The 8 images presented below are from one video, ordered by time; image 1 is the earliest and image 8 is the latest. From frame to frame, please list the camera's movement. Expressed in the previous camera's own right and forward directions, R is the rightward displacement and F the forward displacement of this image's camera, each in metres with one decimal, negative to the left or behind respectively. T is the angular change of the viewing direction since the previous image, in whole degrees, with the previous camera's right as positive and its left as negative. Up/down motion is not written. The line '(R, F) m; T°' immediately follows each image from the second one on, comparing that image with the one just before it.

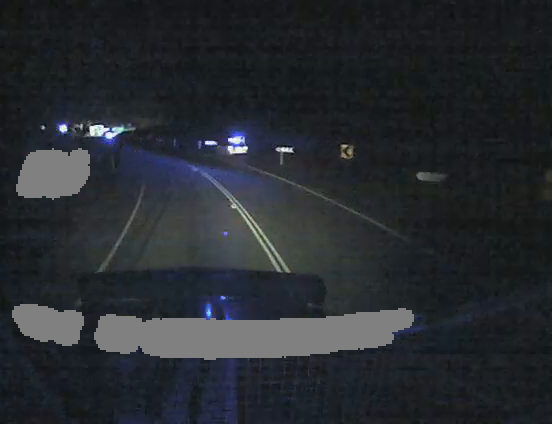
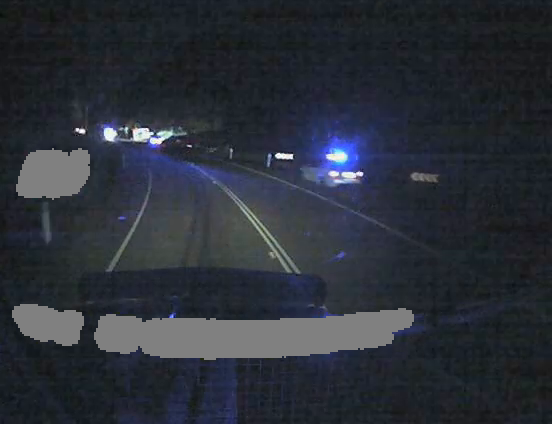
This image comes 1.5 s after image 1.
(-1.1, +16.1) m; -9°
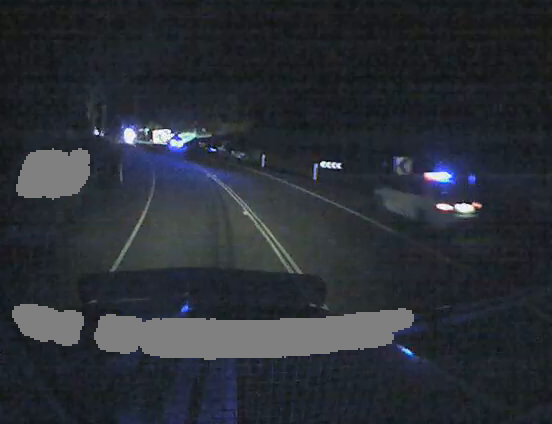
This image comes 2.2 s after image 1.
(-0.4, +6.5) m; -3°
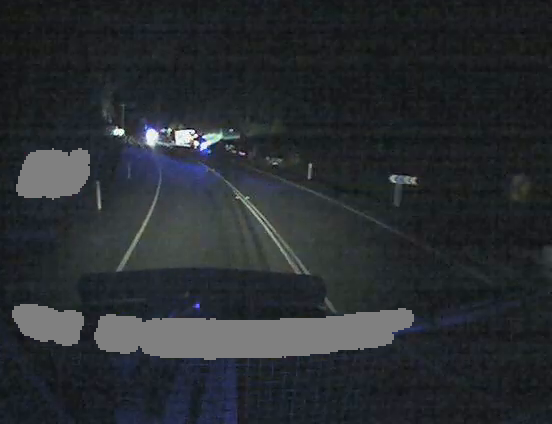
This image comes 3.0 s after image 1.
(-0.5, +8.8) m; -4°
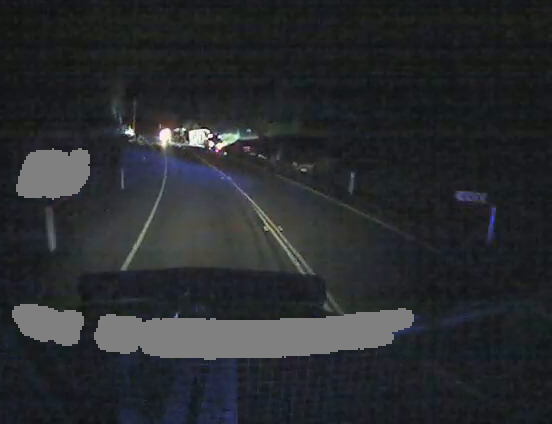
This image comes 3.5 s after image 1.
(+0.2, +4.8) m; -2°
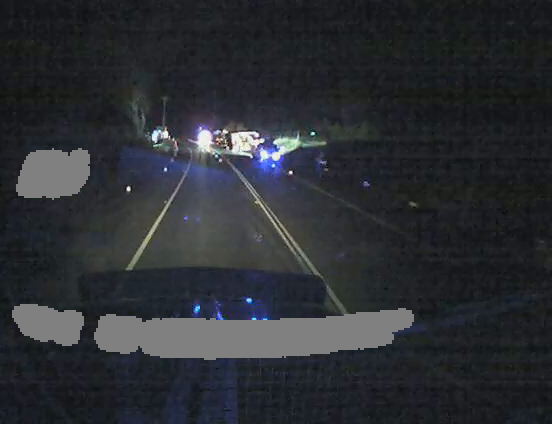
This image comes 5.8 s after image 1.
(-1.9, +20.8) m; -6°
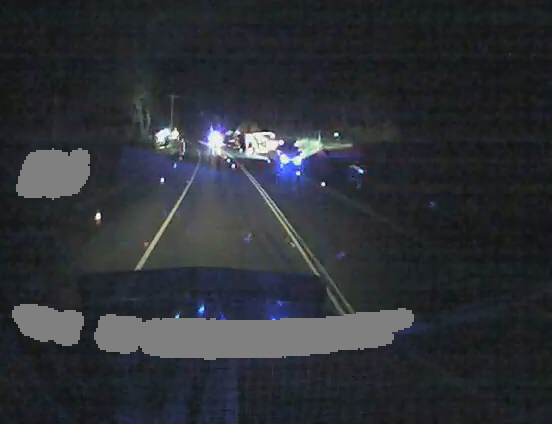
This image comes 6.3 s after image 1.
(0.0, +4.5) m; -2°
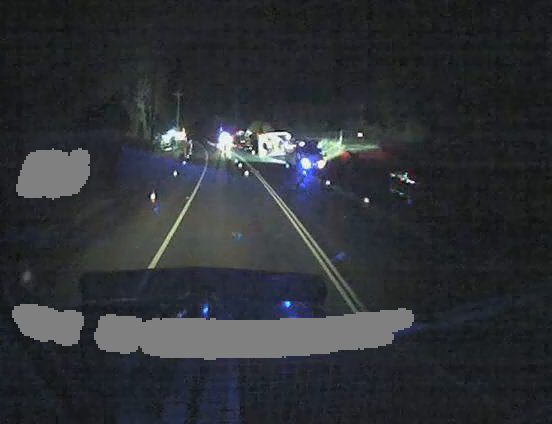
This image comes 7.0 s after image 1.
(-0.1, +5.6) m; -2°
